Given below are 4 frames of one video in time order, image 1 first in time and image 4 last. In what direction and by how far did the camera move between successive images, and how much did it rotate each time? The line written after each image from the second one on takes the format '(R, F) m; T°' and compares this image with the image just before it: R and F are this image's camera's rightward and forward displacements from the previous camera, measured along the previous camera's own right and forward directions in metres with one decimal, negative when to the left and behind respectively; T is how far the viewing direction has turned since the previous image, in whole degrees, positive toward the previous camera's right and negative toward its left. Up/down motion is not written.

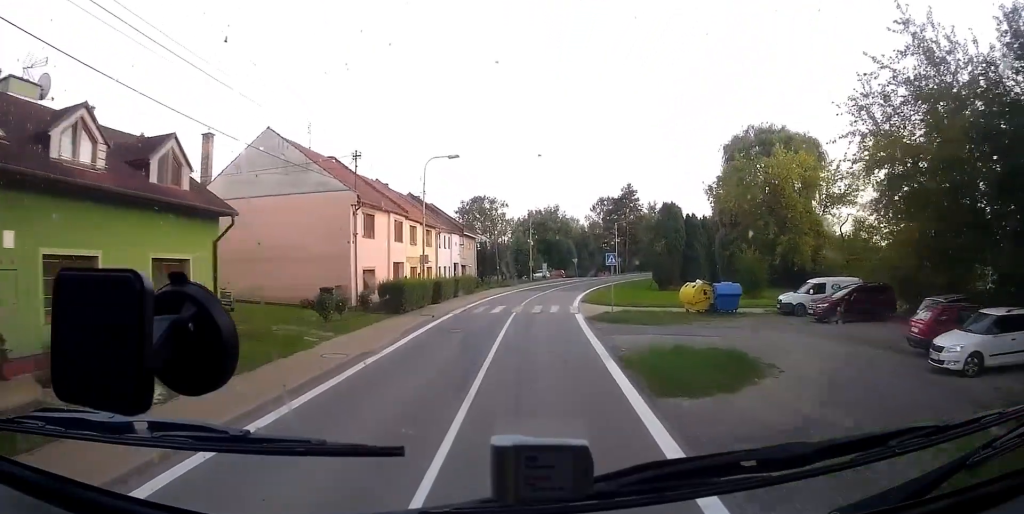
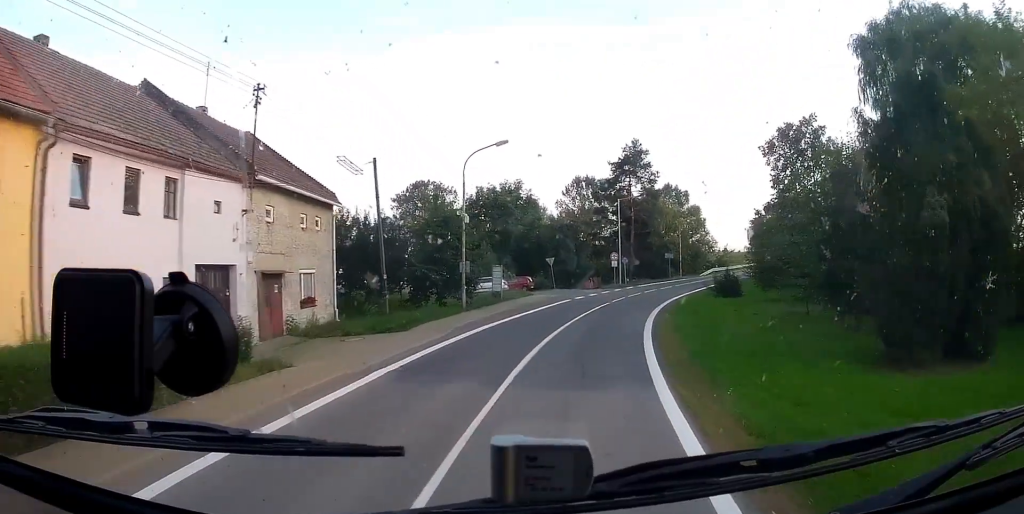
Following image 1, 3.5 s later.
(+2.9, +37.8) m; +10°
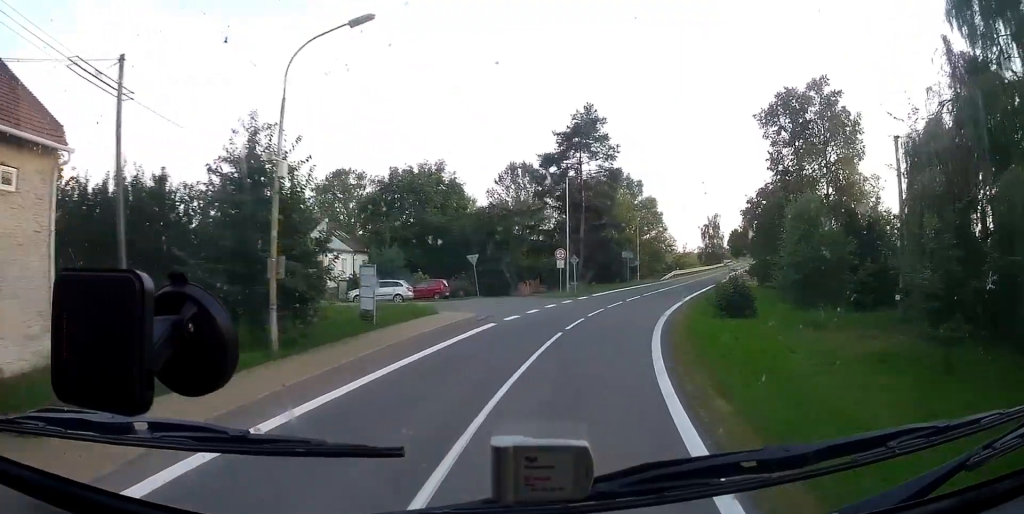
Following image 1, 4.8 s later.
(+0.6, +14.7) m; +7°
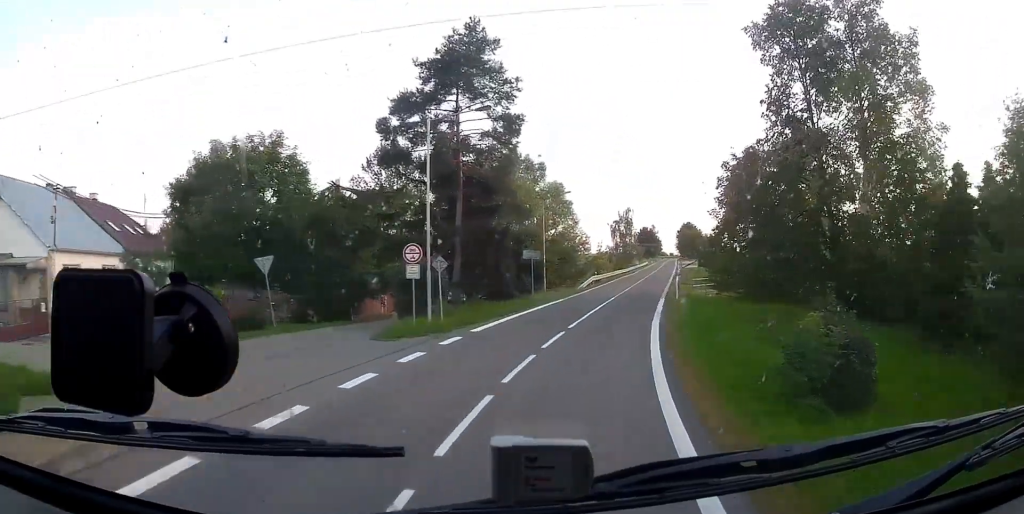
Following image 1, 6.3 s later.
(+2.2, +18.5) m; +12°
